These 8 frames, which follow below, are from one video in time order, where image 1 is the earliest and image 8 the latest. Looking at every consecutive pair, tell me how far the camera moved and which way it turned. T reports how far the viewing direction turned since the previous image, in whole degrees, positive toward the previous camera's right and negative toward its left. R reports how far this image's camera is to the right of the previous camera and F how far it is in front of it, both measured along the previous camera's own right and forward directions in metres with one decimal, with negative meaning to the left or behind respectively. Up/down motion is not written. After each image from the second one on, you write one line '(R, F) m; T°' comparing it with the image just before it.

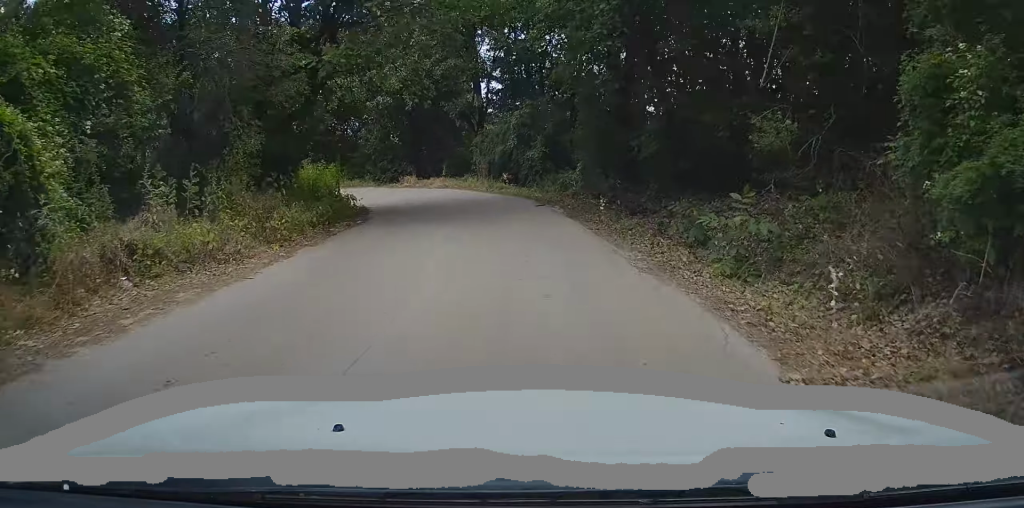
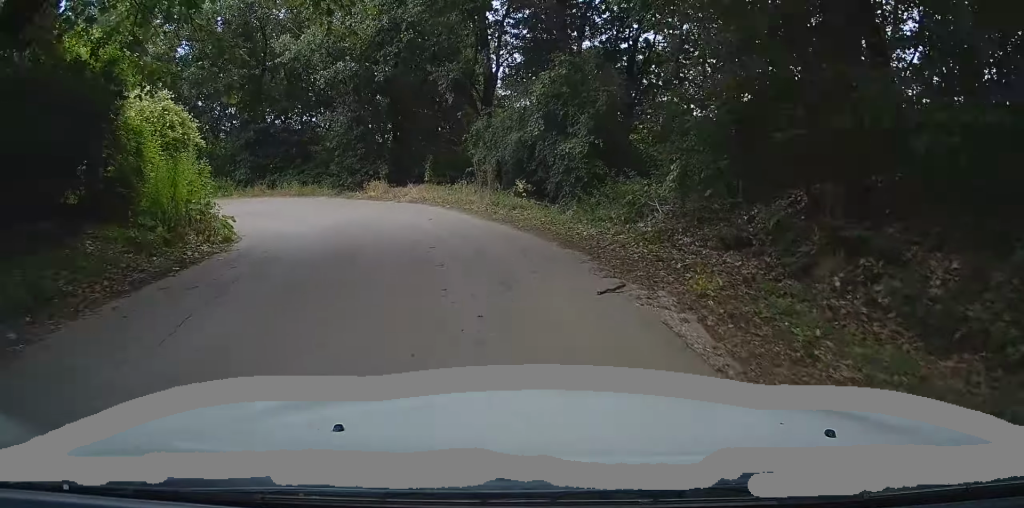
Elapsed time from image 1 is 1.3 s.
(-0.6, +13.3) m; -6°
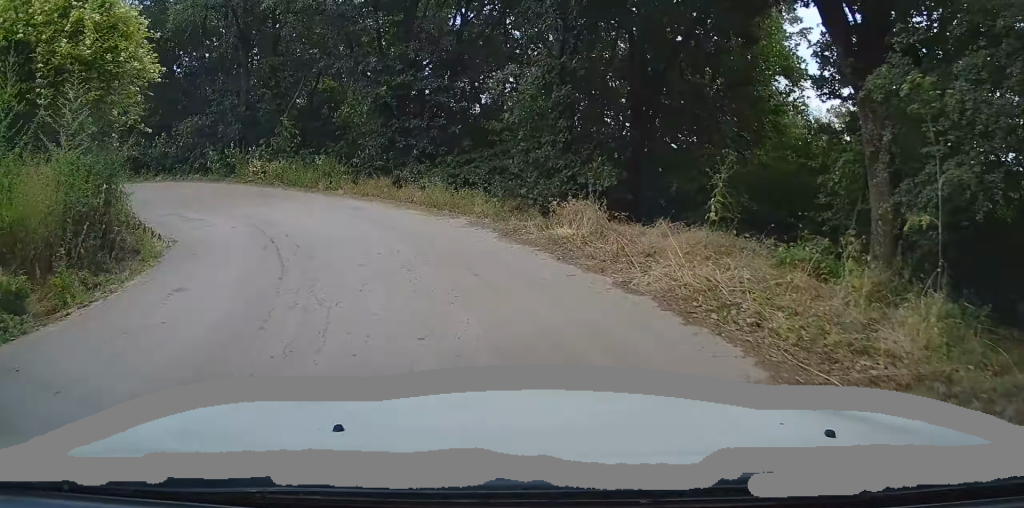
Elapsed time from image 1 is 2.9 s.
(-2.1, +14.6) m; -23°
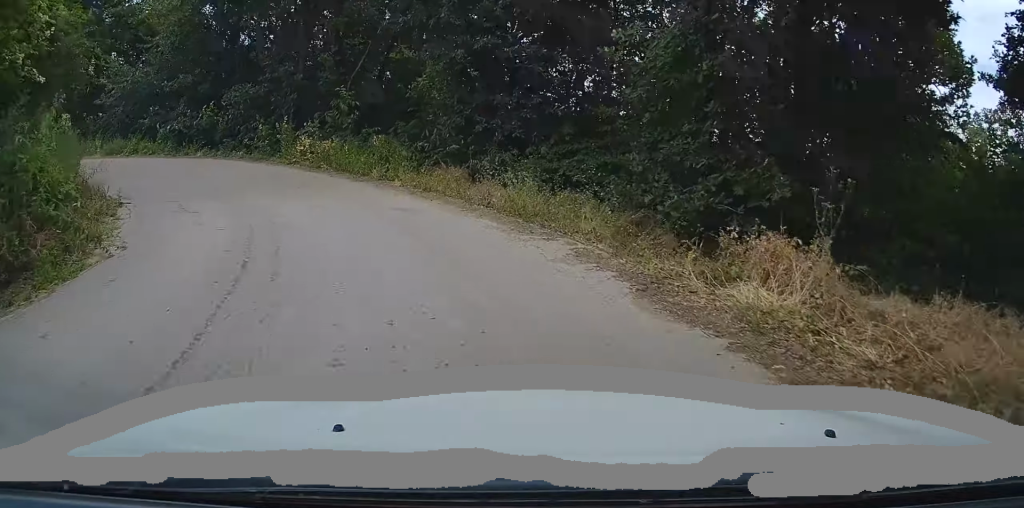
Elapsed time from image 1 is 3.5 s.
(-0.5, +4.5) m; -9°
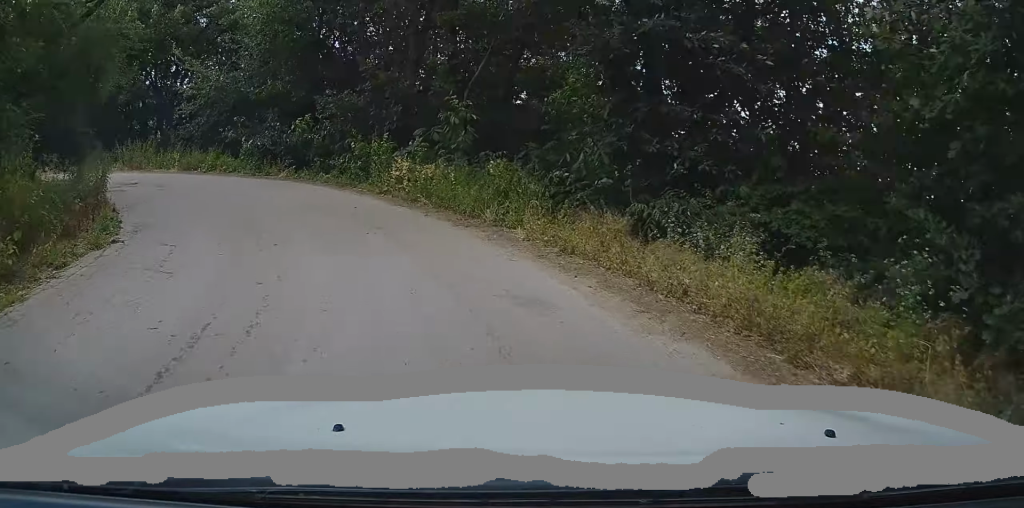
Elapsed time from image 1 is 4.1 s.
(-0.4, +5.0) m; -9°
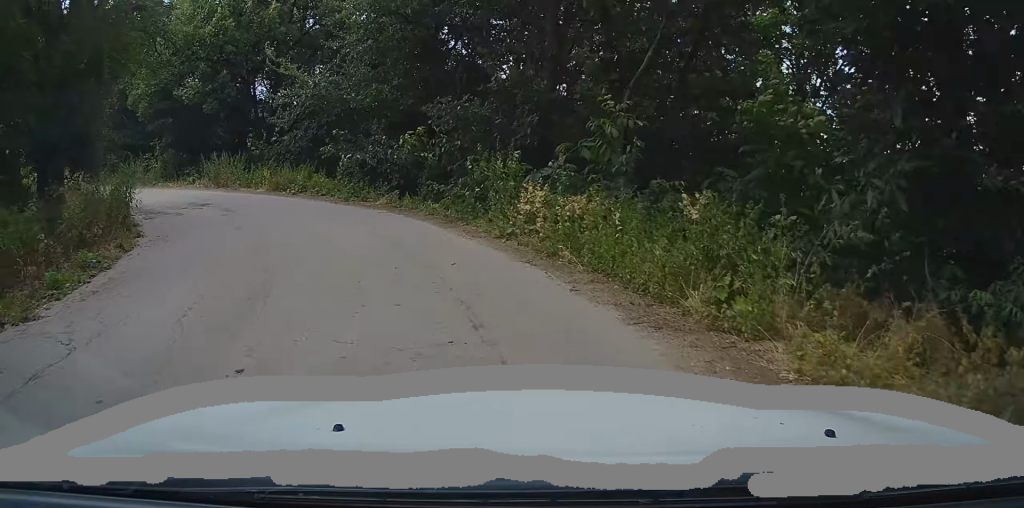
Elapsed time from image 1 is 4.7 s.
(-0.3, +4.4) m; -9°
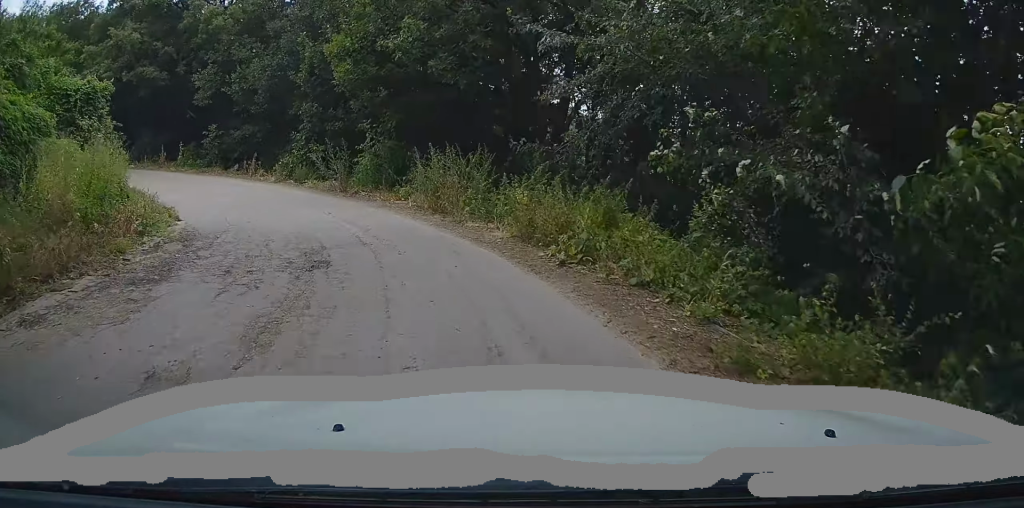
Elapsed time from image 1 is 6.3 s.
(-2.8, +11.7) m; -33°
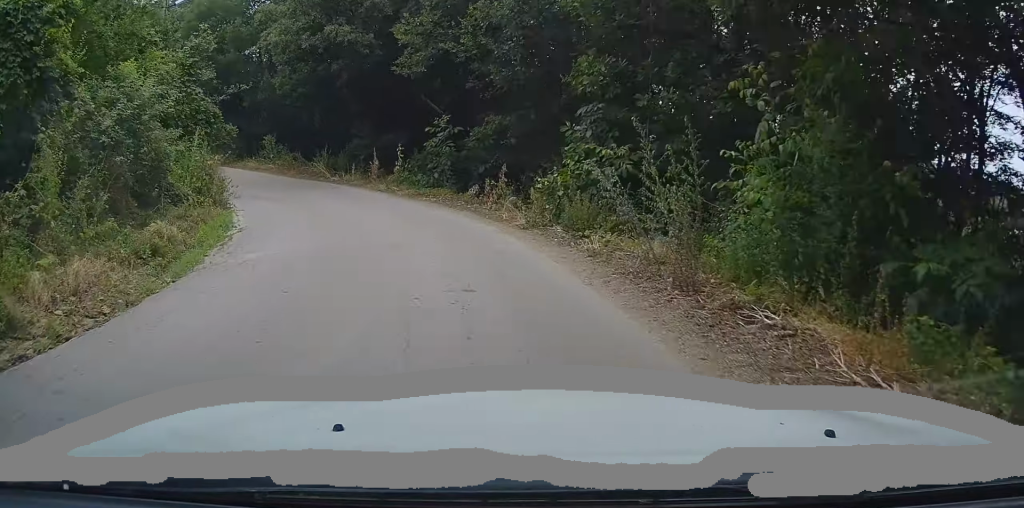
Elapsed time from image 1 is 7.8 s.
(-3.8, +13.1) m; -24°
